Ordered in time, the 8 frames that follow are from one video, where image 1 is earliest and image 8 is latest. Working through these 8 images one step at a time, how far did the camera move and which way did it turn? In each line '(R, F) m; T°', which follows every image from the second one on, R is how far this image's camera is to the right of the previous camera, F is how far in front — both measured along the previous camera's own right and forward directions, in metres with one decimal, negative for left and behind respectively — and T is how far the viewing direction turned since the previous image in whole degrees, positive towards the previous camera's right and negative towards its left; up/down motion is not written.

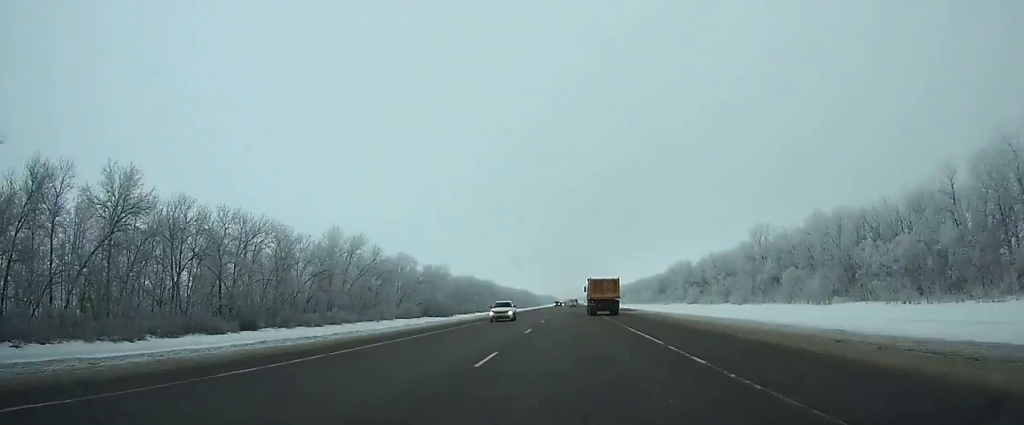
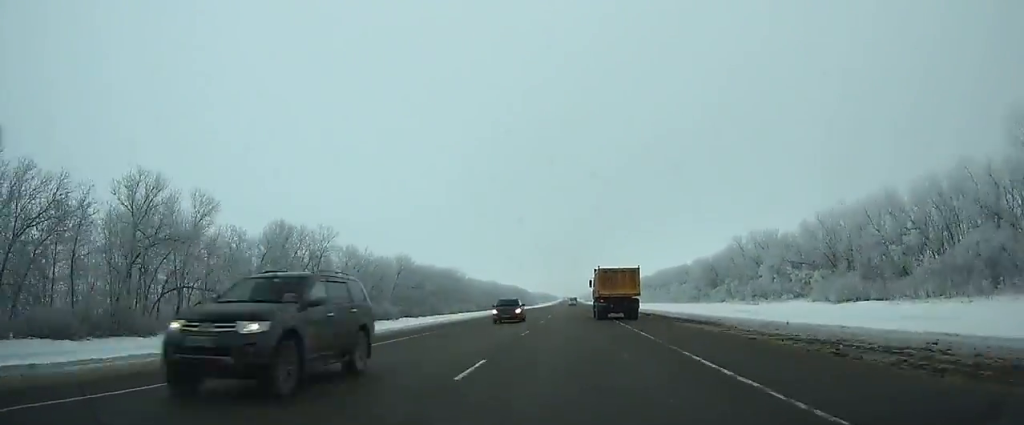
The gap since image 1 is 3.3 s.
(-0.1, +86.8) m; 0°
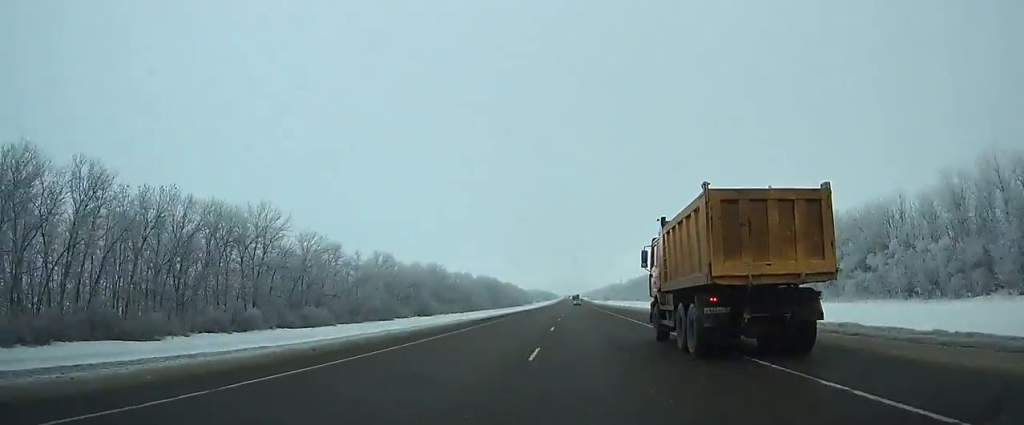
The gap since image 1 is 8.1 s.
(-0.1, +129.5) m; 0°
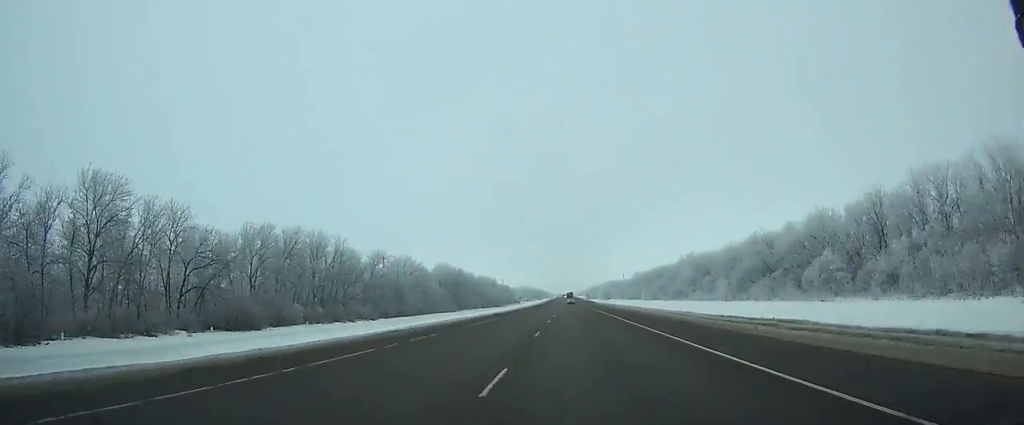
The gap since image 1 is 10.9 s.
(+0.3, +76.5) m; 0°
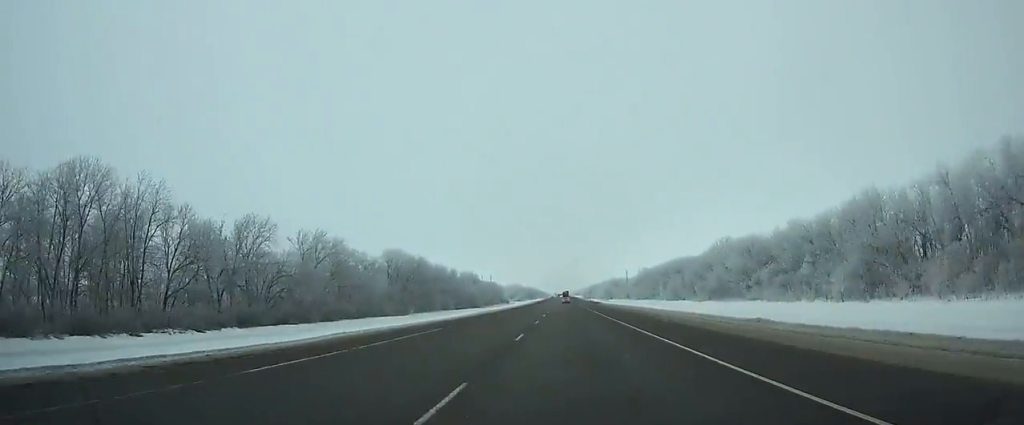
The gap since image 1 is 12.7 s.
(+0.2, +49.4) m; 0°
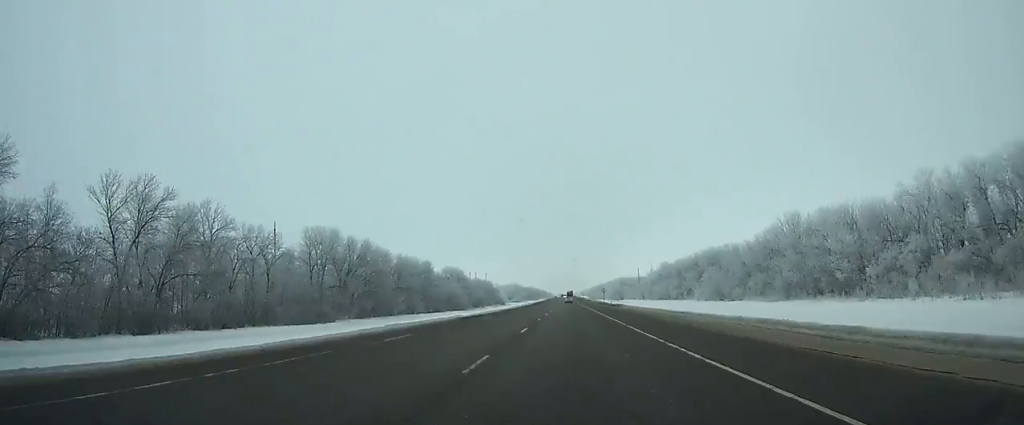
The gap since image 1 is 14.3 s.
(0.0, +43.9) m; 0°
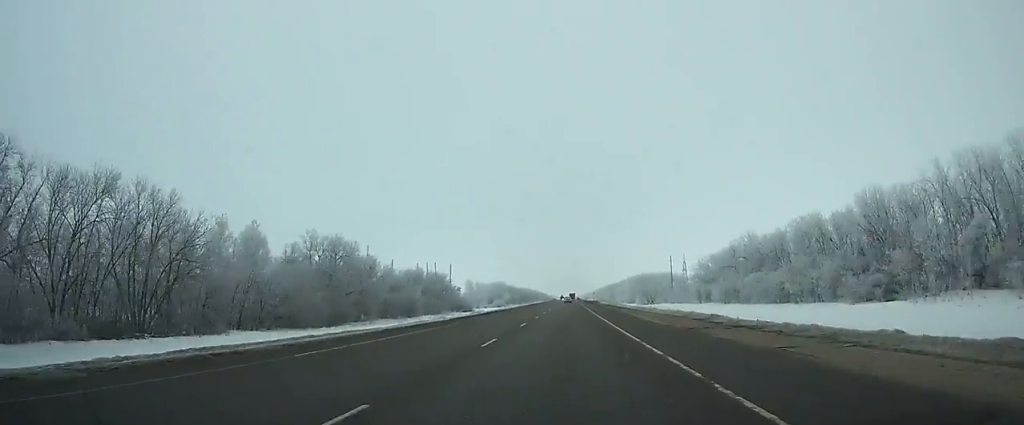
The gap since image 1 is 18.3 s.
(-0.3, +109.5) m; 0°
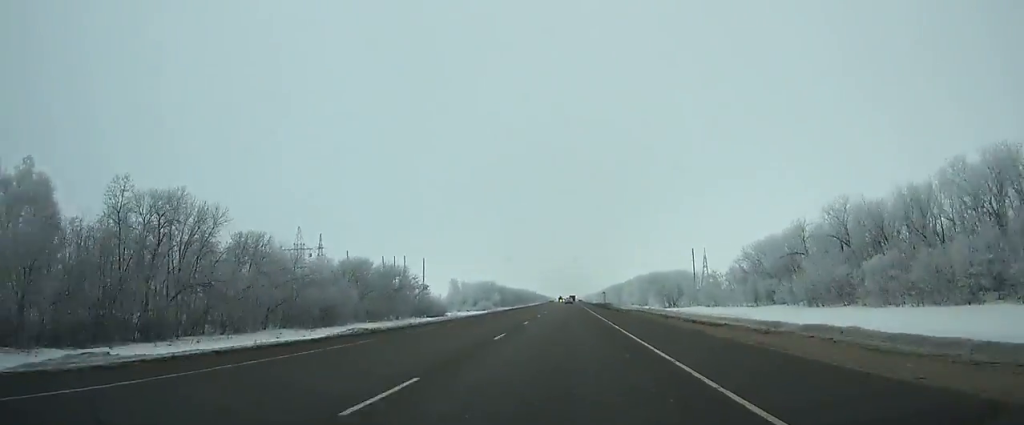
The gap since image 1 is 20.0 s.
(0.0, +46.3) m; 0°
